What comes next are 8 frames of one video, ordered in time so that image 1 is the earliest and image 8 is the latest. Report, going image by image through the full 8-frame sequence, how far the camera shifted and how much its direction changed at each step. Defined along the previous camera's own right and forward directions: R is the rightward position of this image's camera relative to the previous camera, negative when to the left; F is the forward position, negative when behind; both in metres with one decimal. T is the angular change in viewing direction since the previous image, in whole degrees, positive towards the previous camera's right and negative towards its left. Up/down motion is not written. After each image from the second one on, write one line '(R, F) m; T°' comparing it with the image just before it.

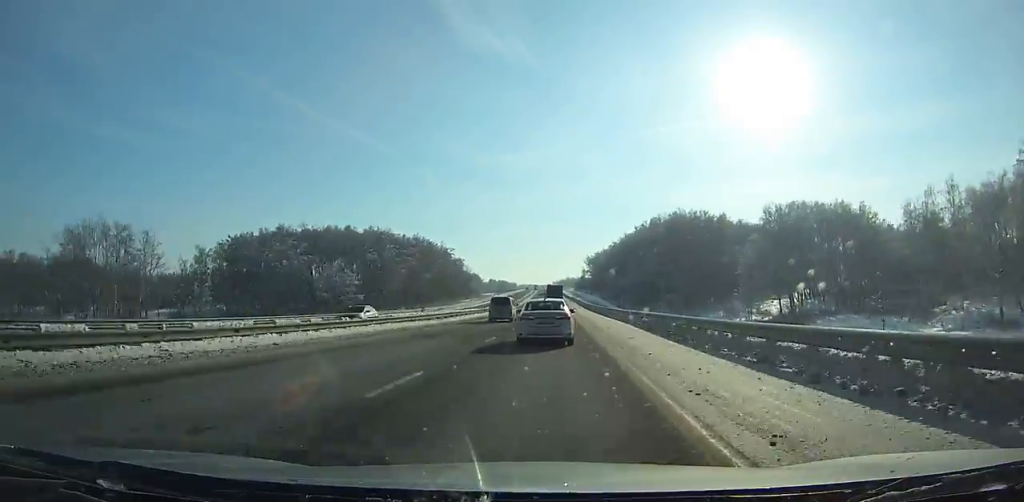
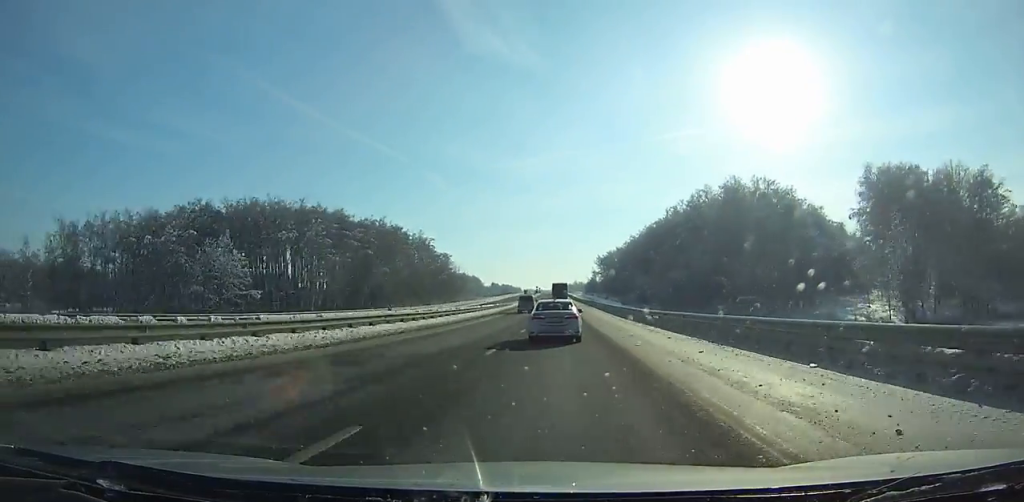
(-0.4, +53.6) m; 0°
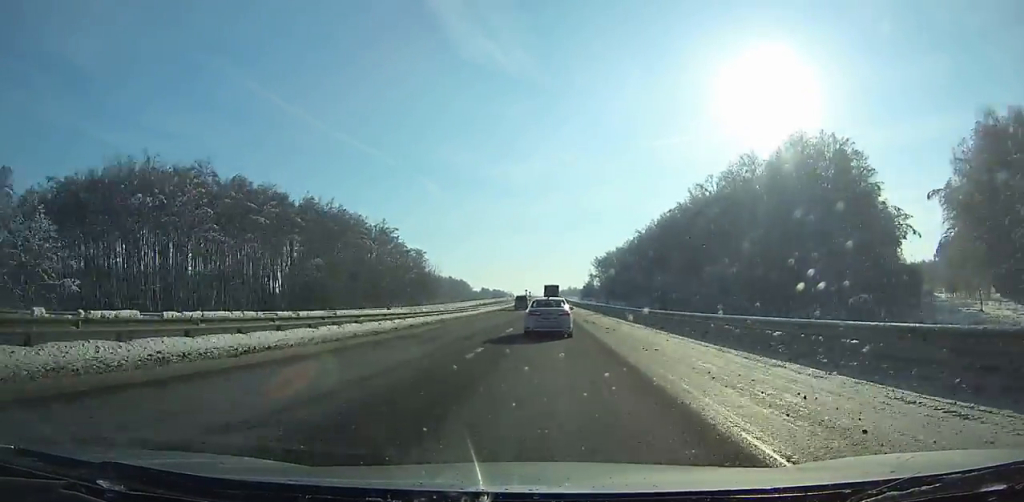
(0.0, +36.8) m; 0°
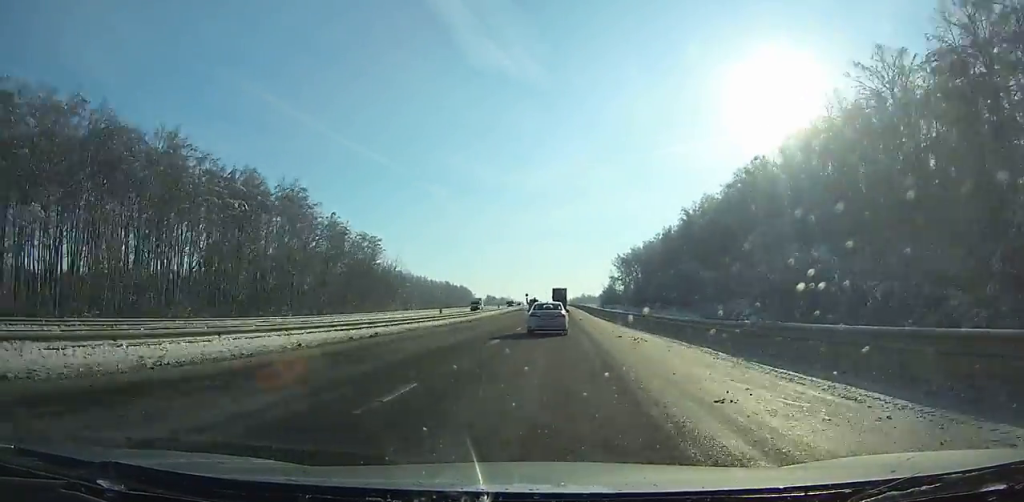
(-0.3, +67.9) m; 0°
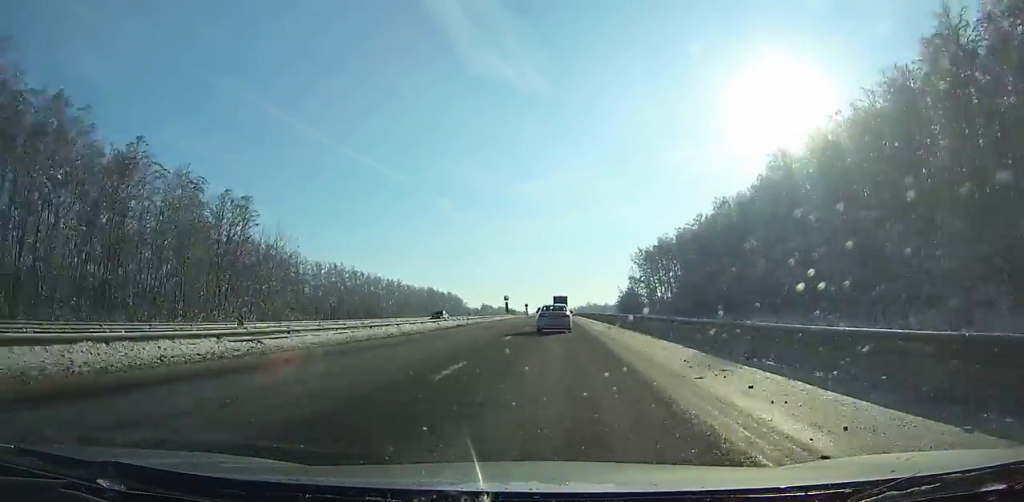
(-0.3, +69.4) m; 0°
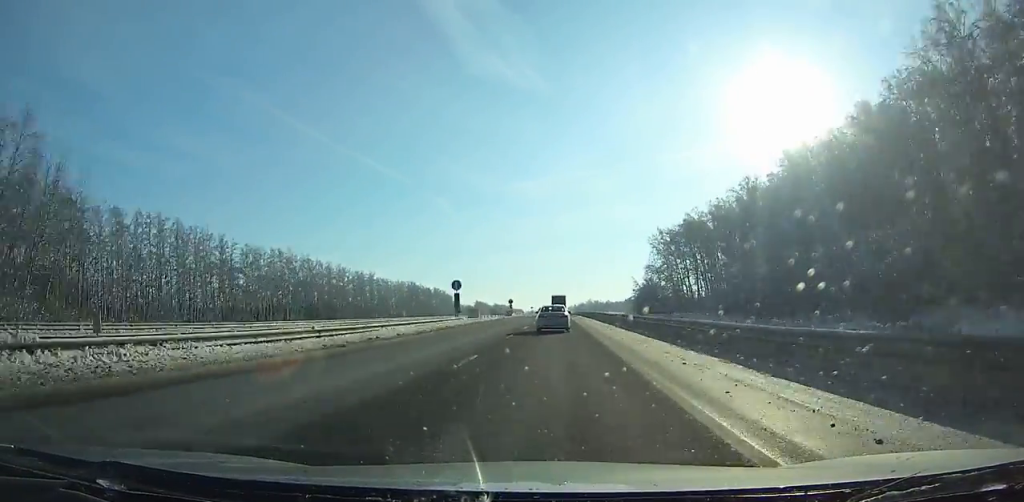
(0.0, +45.7) m; 0°
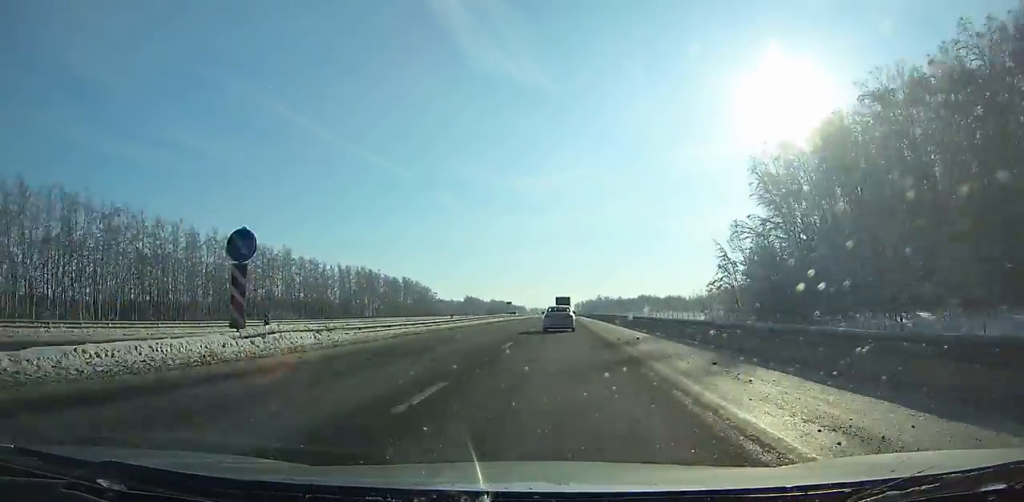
(-0.2, +89.7) m; 0°
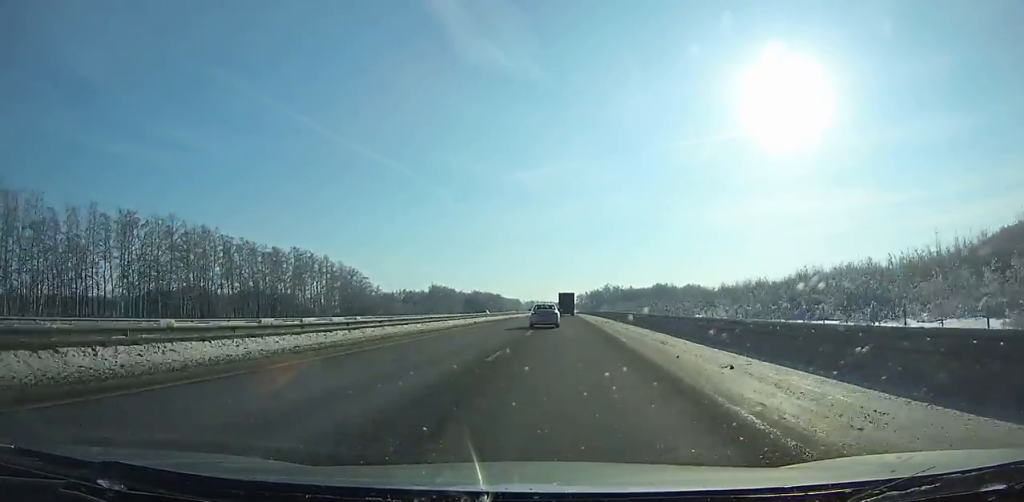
(+0.1, +128.9) m; 0°
